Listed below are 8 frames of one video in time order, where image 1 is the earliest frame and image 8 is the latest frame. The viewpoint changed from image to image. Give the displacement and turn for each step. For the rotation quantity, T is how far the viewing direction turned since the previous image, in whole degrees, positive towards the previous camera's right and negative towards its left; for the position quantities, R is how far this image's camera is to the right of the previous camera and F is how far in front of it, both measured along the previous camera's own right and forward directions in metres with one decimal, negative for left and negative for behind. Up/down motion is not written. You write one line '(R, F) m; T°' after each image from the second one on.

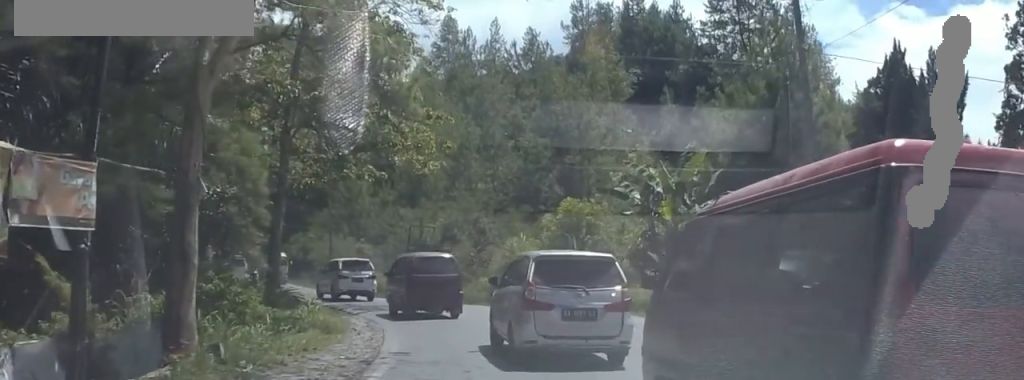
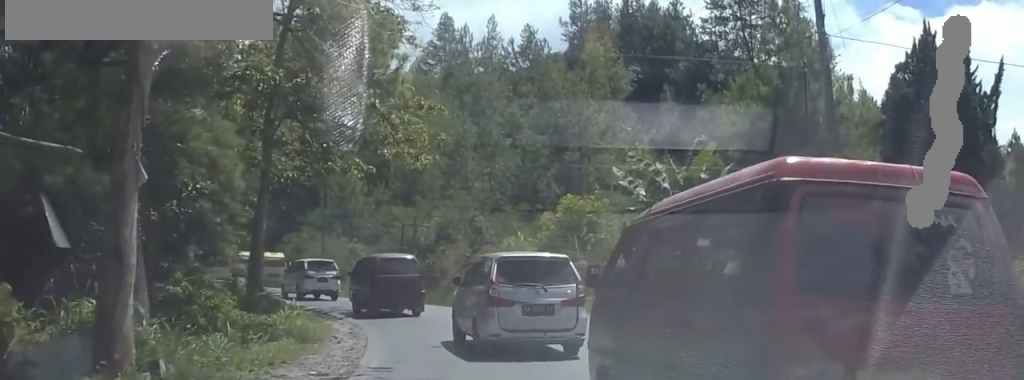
(-0.3, +2.7) m; +4°
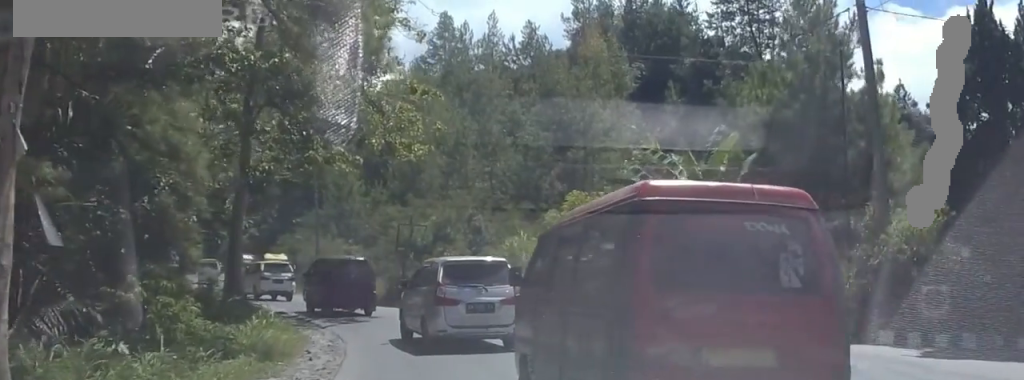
(+0.8, +3.3) m; +18°
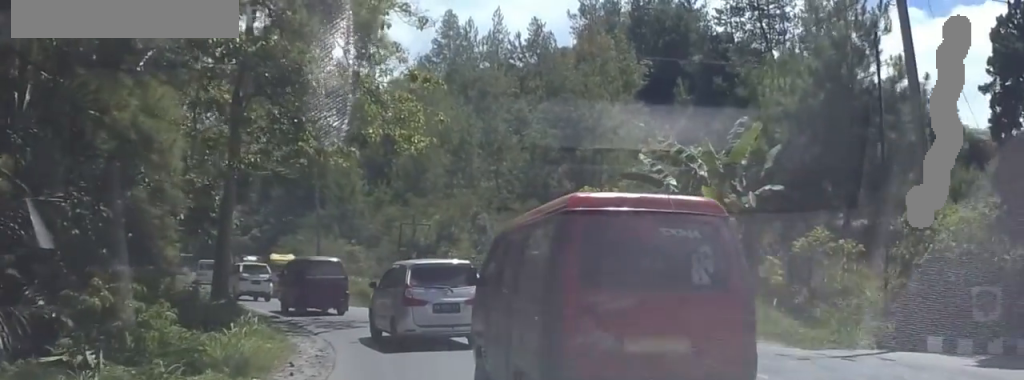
(+0.2, +2.2) m; -4°
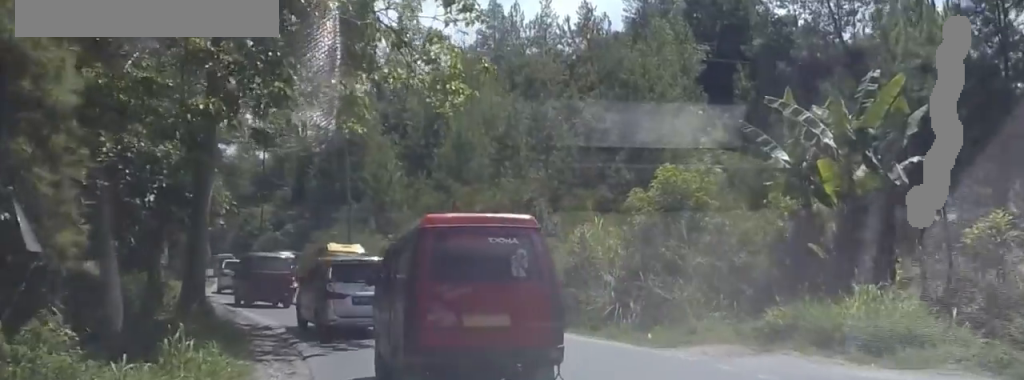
(-1.0, +6.2) m; -8°
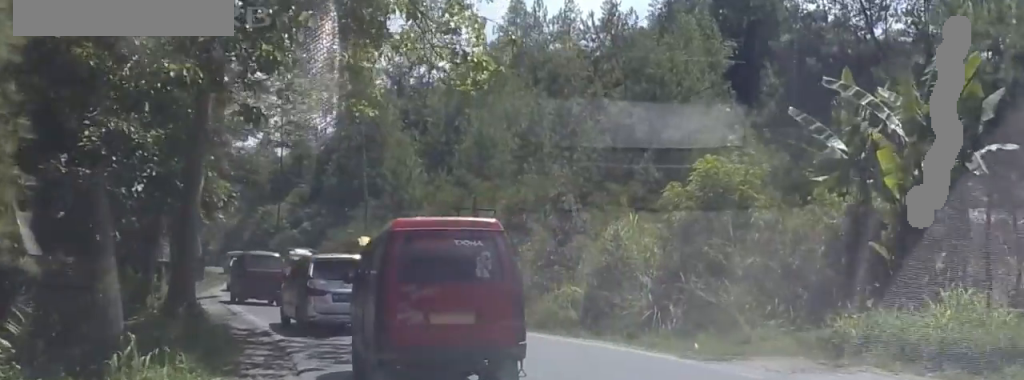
(+0.2, +2.1) m; +1°
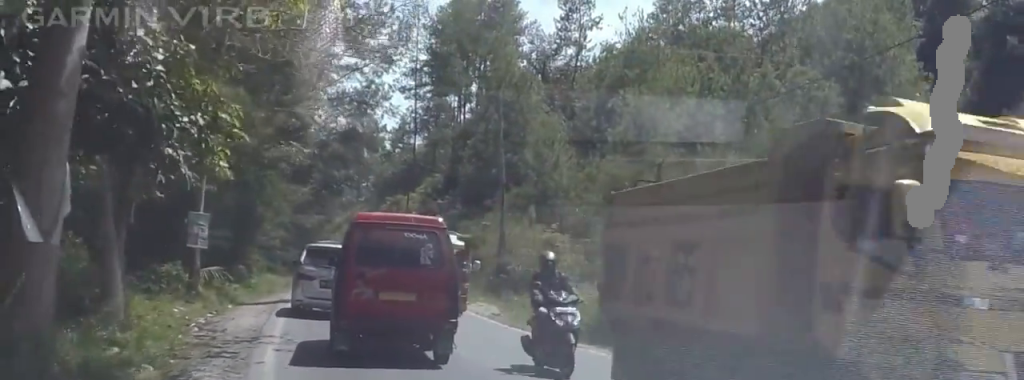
(-0.9, +11.1) m; -15°
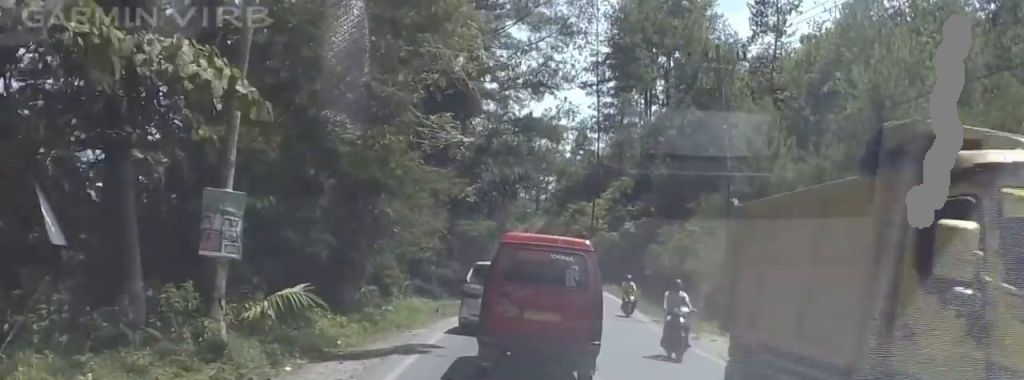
(+0.3, +11.4) m; -3°
